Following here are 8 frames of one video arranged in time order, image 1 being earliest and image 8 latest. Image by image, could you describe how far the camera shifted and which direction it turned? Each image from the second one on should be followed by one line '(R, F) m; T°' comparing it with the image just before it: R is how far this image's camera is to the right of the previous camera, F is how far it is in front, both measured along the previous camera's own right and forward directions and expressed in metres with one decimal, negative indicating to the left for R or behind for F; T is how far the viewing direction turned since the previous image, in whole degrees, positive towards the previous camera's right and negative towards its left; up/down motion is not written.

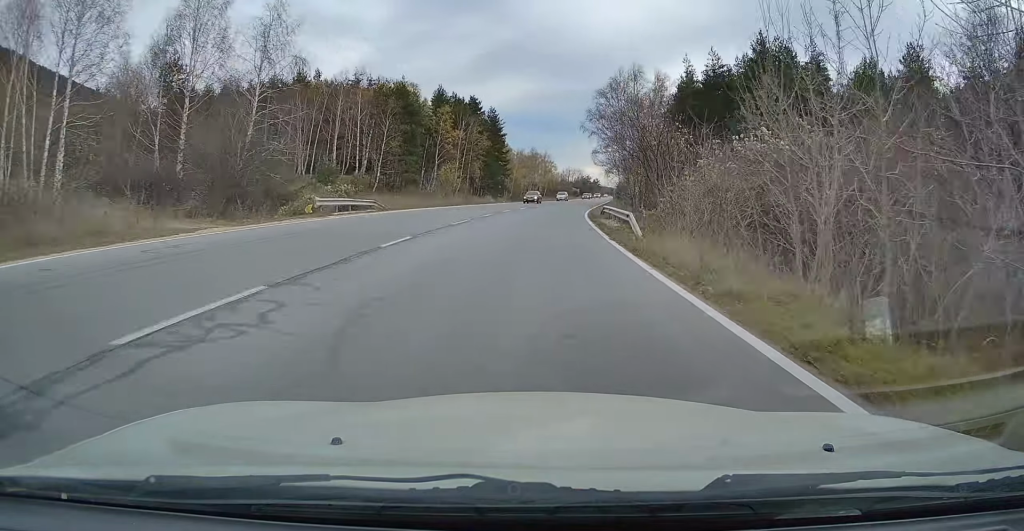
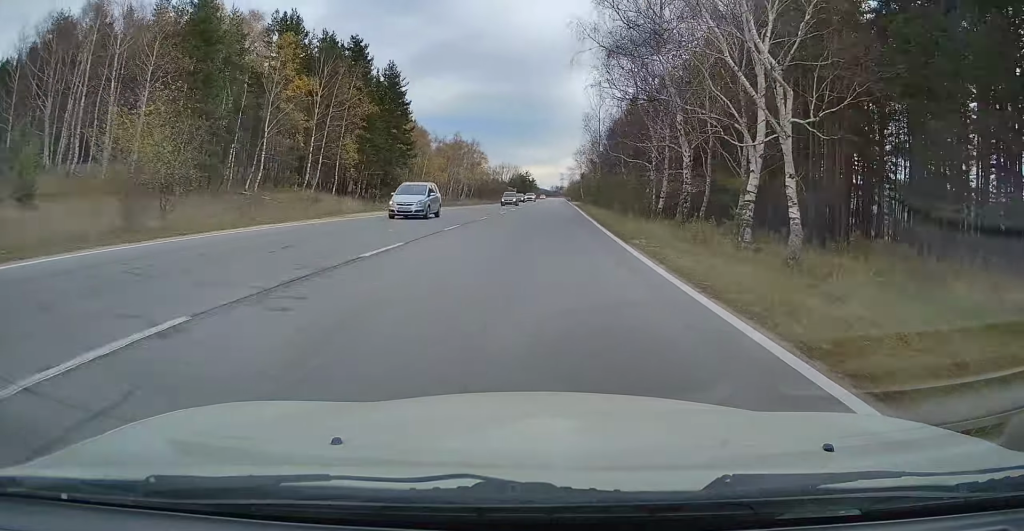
(+2.2, +47.3) m; +5°
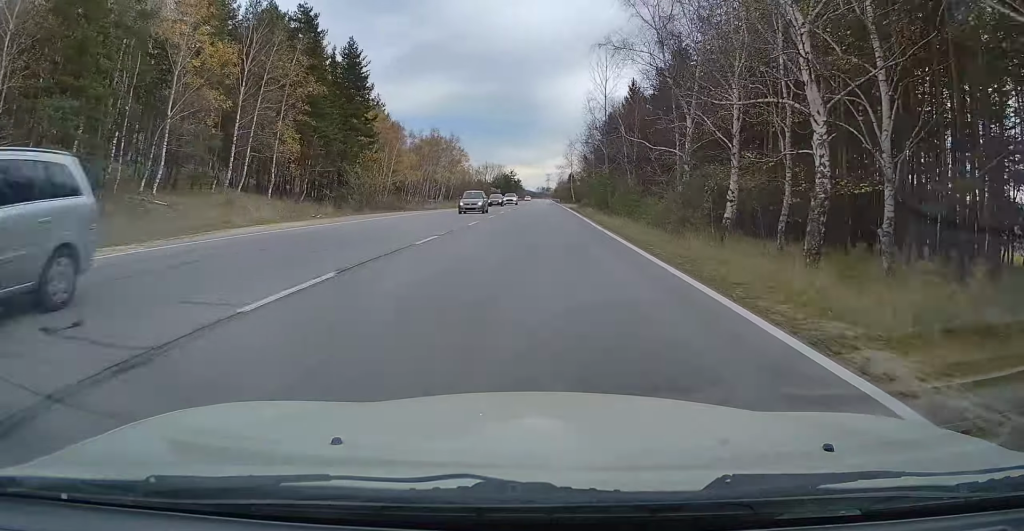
(+0.2, +14.2) m; +1°
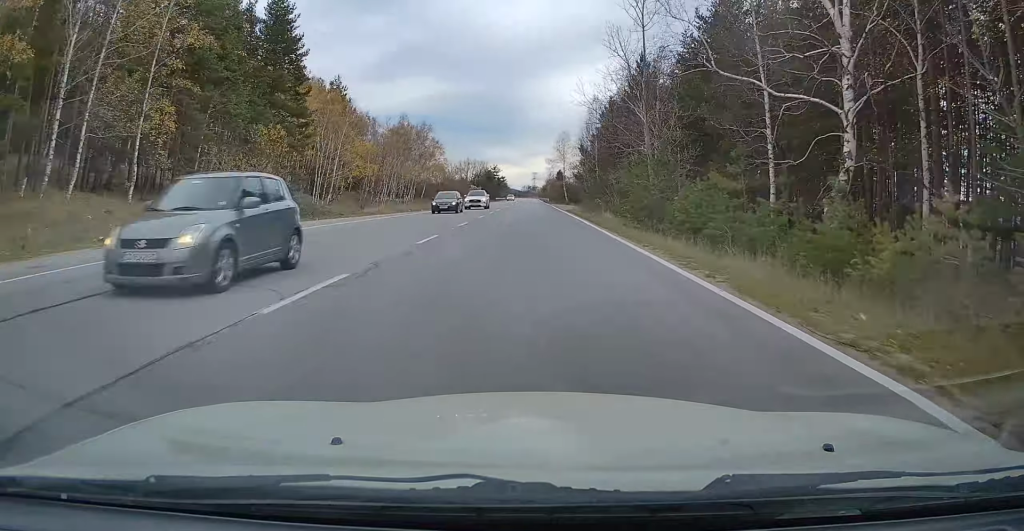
(+0.3, +19.3) m; +1°
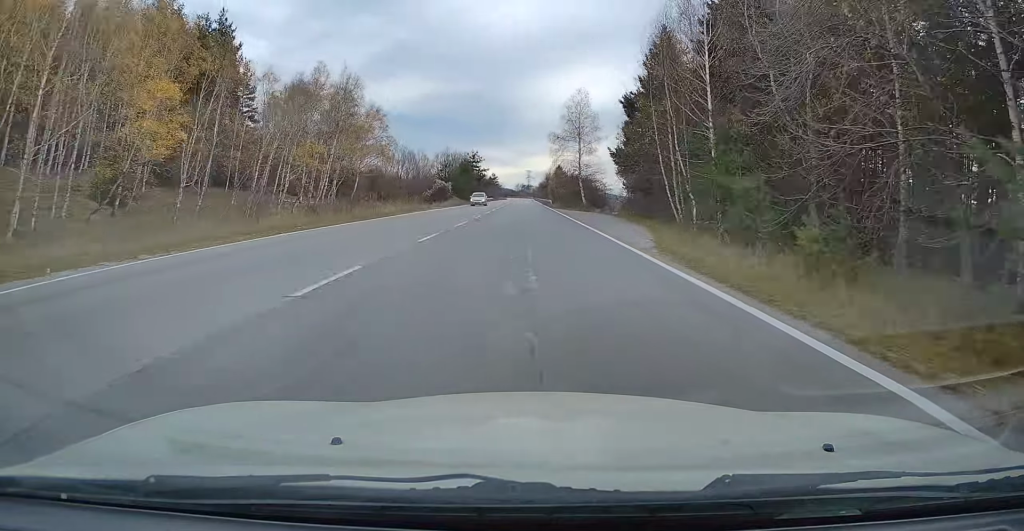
(+0.8, +43.8) m; +1°
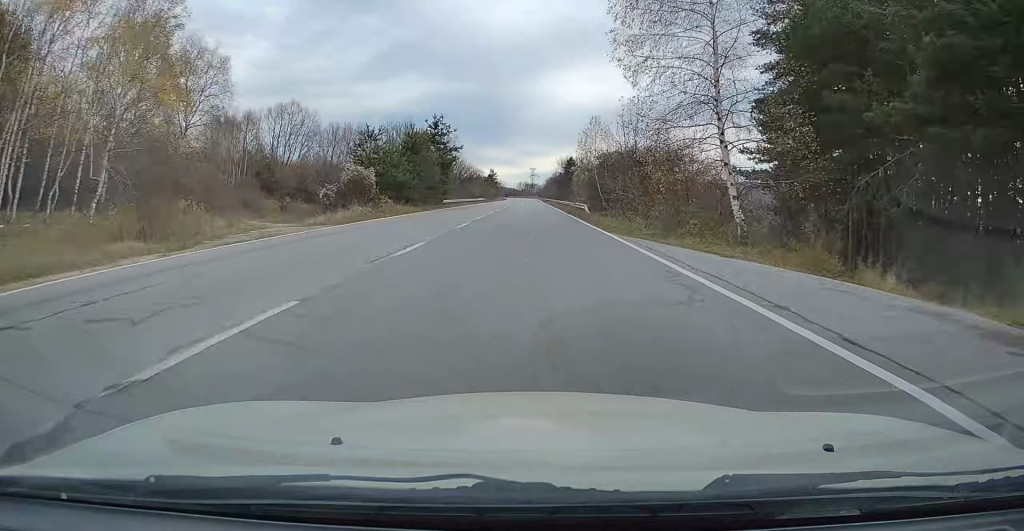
(+0.1, +48.0) m; 0°
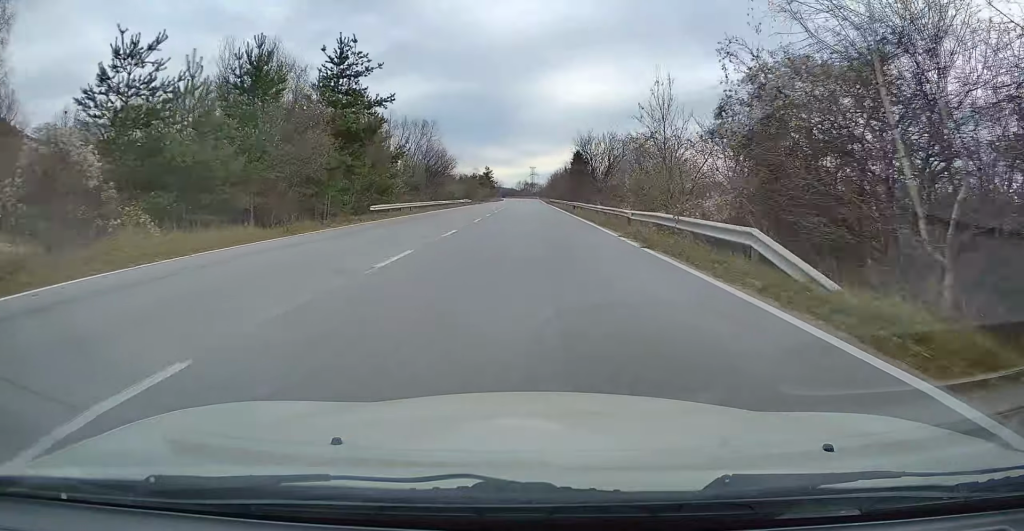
(-0.2, +30.6) m; 0°
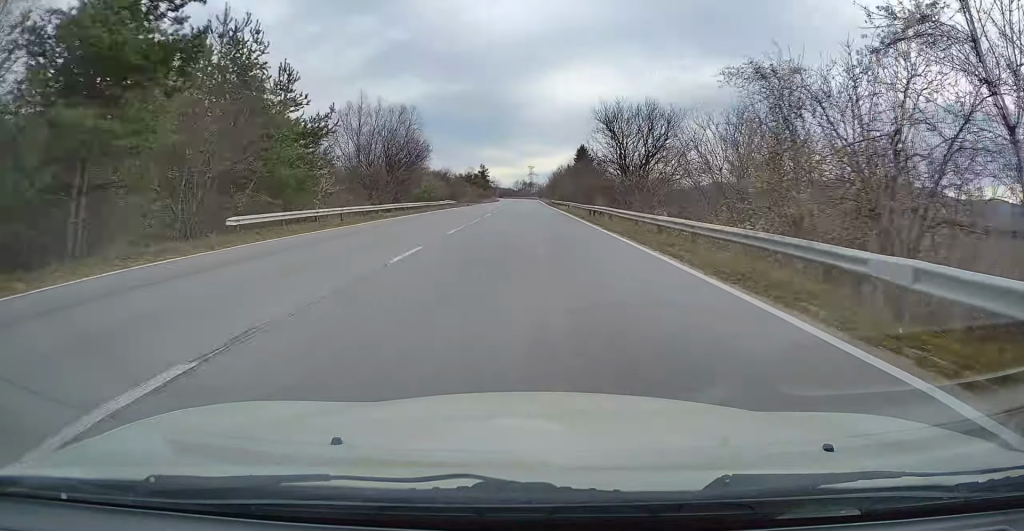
(+0.2, +17.4) m; 0°
